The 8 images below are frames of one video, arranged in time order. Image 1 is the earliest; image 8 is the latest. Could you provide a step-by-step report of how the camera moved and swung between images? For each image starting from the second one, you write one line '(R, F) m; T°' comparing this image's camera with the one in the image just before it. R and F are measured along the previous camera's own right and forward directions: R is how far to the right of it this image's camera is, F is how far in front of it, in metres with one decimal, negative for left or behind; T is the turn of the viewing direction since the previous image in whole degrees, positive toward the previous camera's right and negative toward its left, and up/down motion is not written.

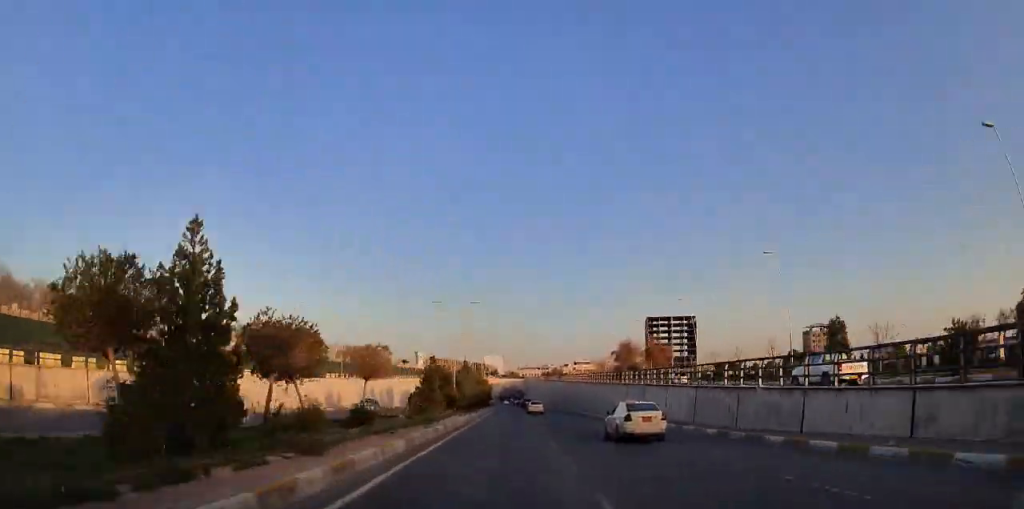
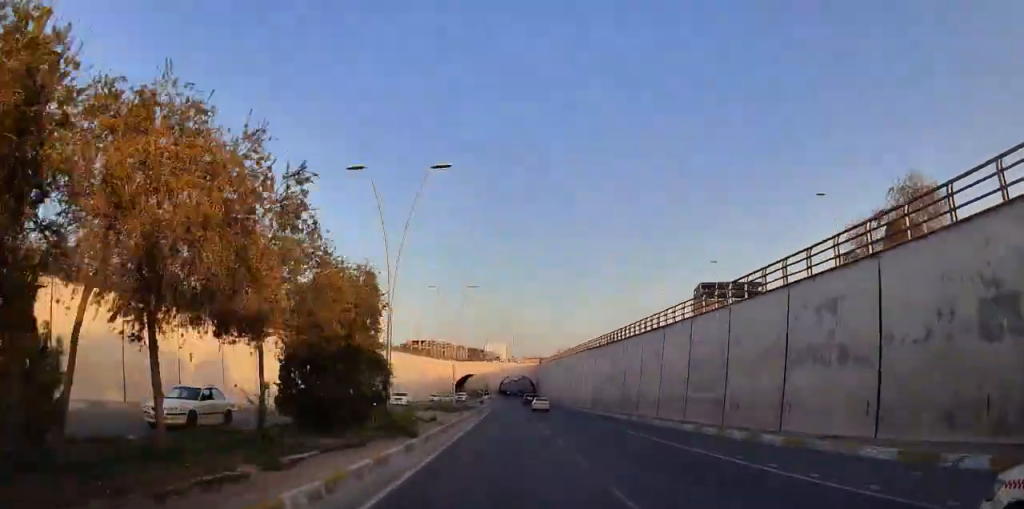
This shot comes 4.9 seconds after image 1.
(-0.2, +96.8) m; 0°
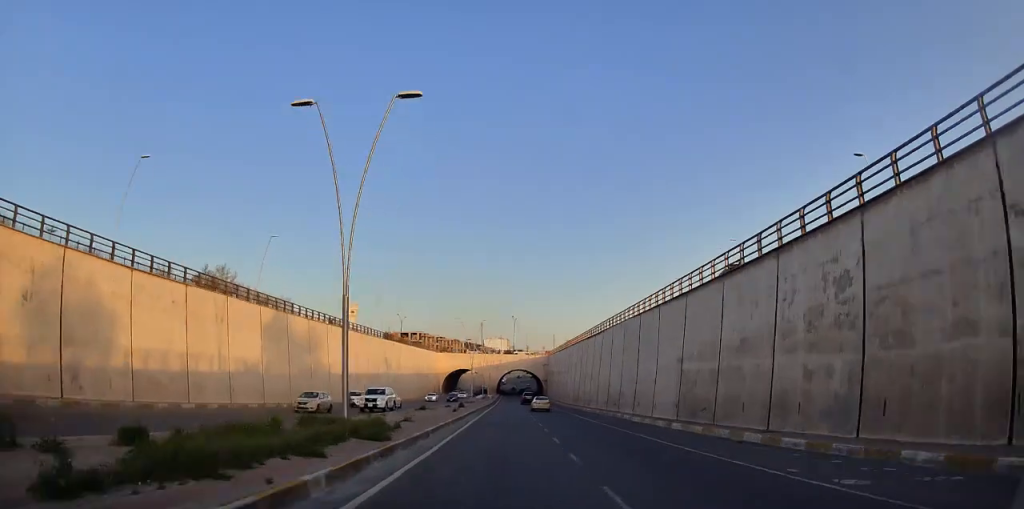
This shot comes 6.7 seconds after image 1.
(0.0, +35.6) m; 0°
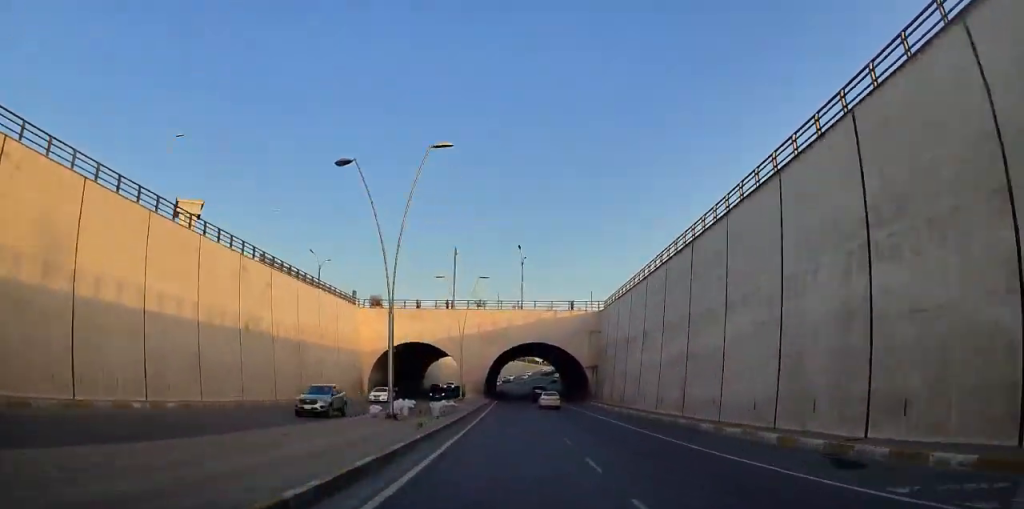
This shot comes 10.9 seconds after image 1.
(-0.2, +81.8) m; 0°
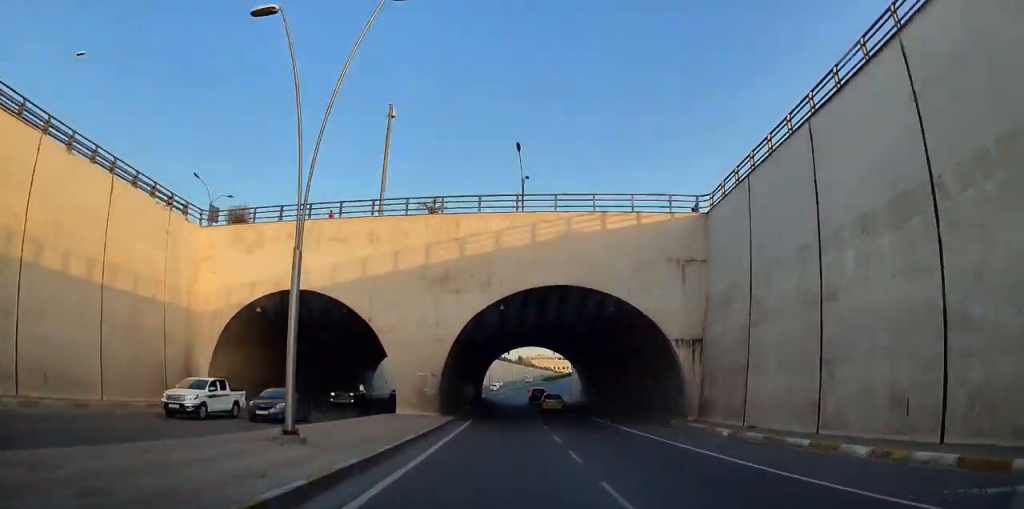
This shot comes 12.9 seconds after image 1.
(0.0, +39.3) m; 0°
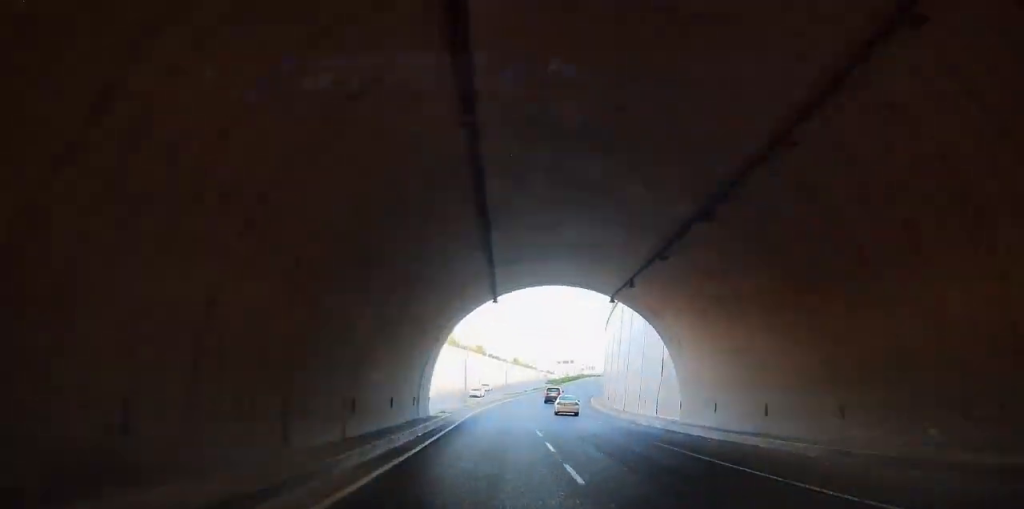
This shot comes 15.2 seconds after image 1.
(+0.3, +43.8) m; +2°
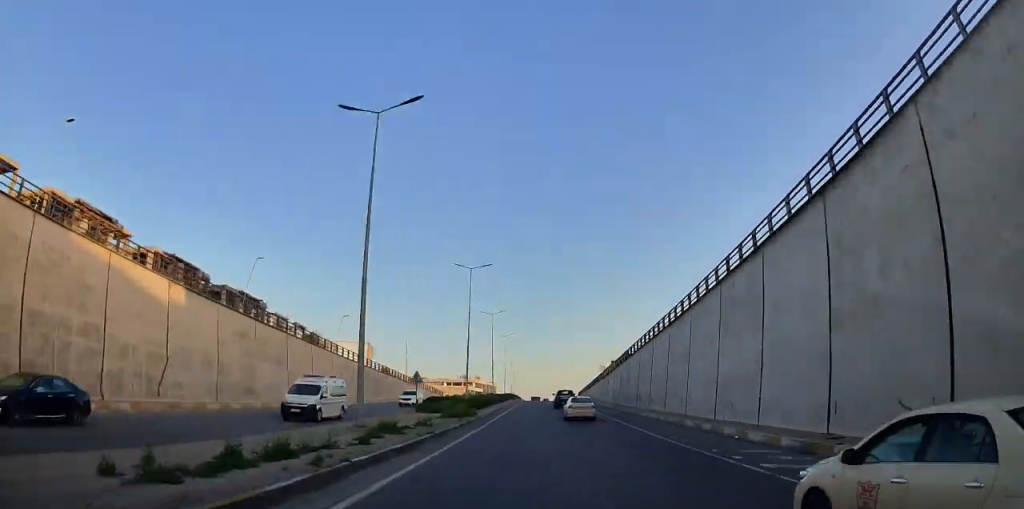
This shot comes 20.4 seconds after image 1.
(+6.3, +98.5) m; +8°
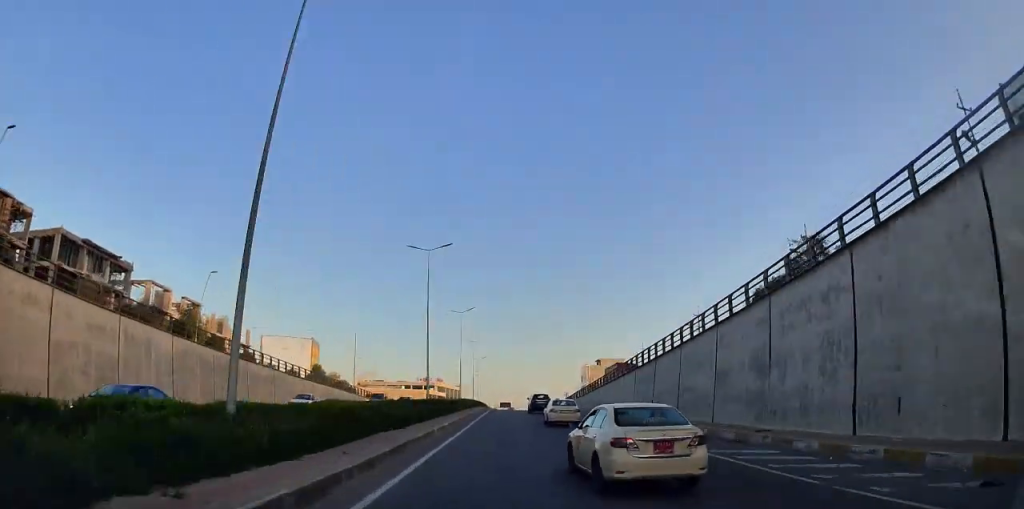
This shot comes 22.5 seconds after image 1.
(+1.5, +39.5) m; +3°
